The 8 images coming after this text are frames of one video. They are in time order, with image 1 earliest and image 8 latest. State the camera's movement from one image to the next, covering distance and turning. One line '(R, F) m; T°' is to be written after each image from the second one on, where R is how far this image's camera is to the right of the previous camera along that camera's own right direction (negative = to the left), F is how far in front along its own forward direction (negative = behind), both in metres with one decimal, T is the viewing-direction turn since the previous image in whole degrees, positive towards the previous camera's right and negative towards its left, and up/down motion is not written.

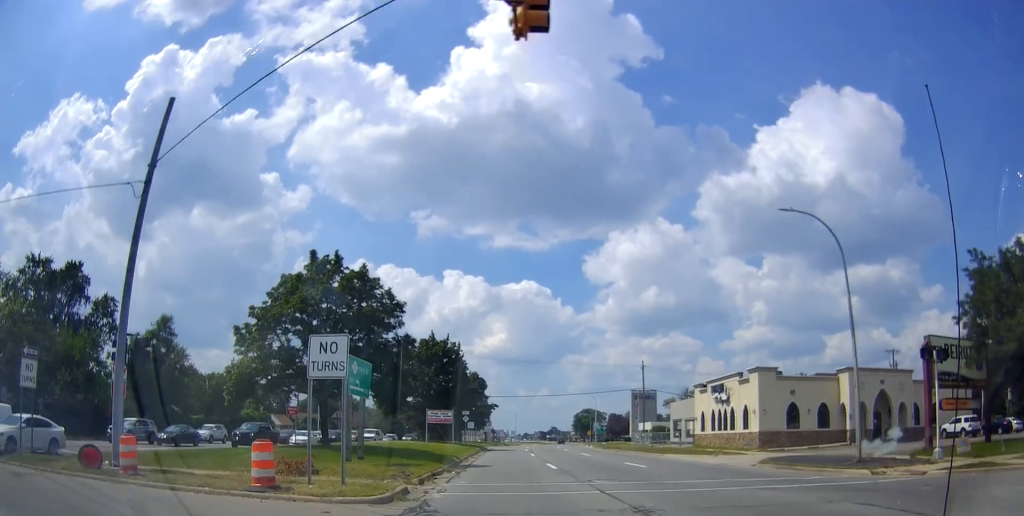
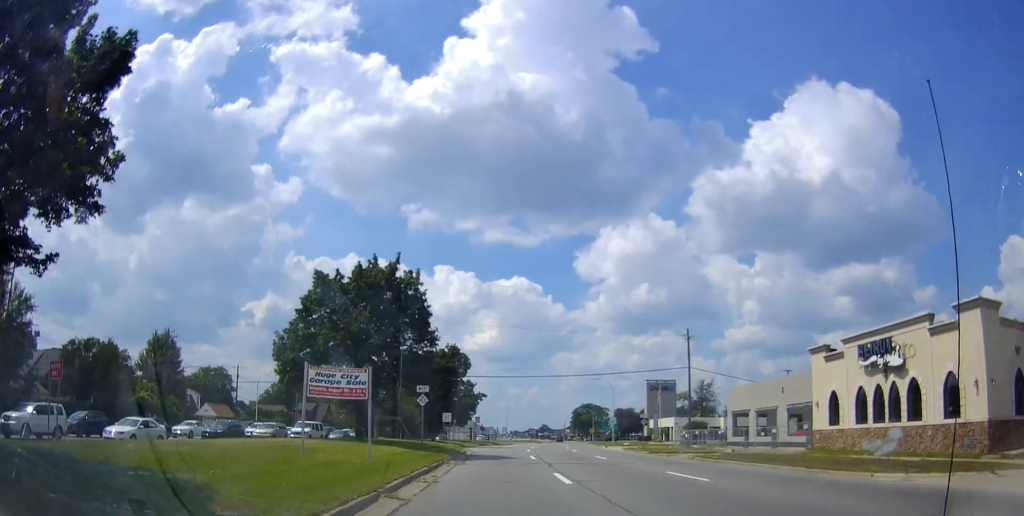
(0.0, +22.0) m; 0°
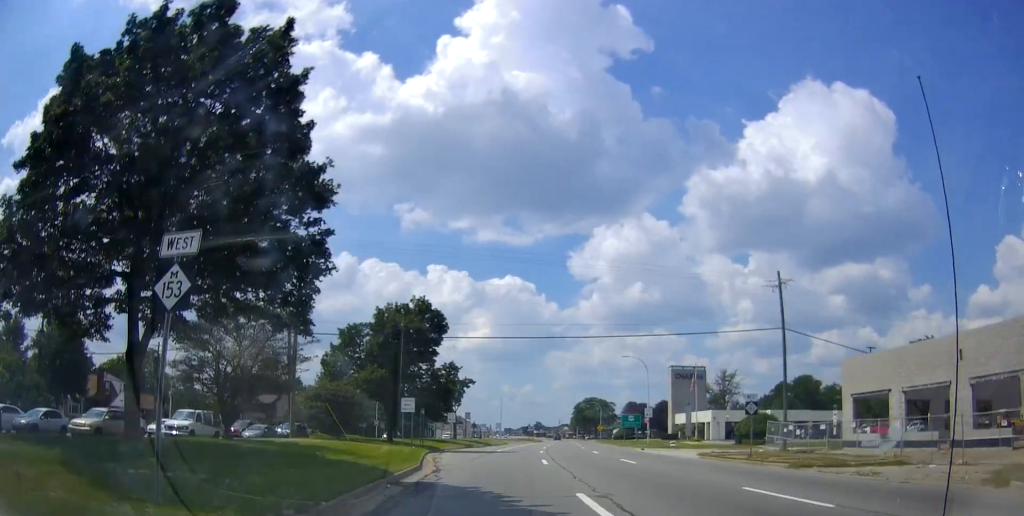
(0.0, +20.5) m; 0°
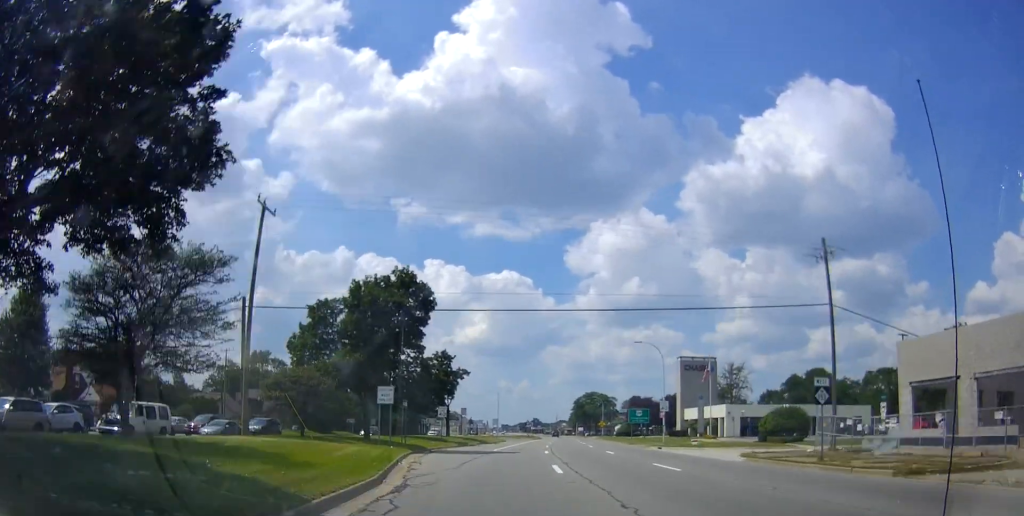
(0.0, +6.4) m; 0°
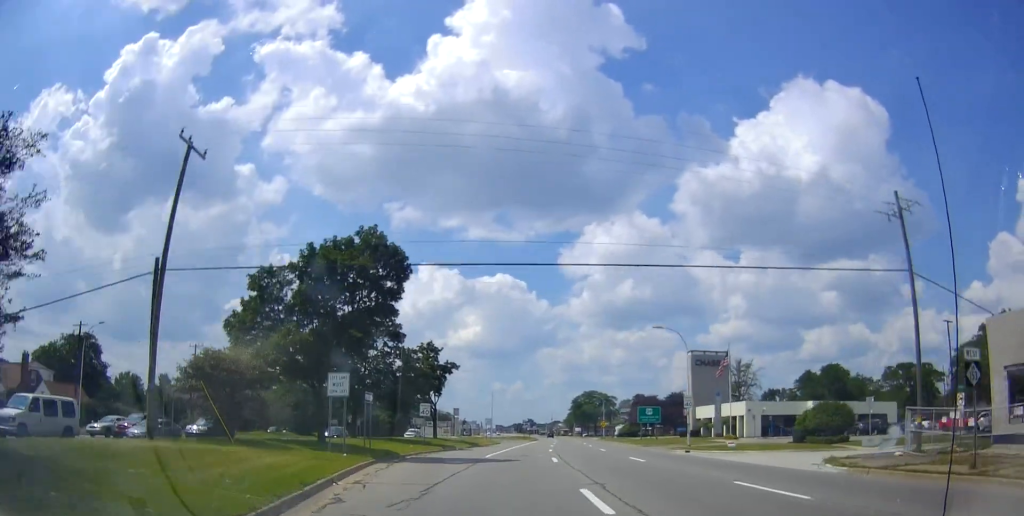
(0.0, +7.8) m; 0°
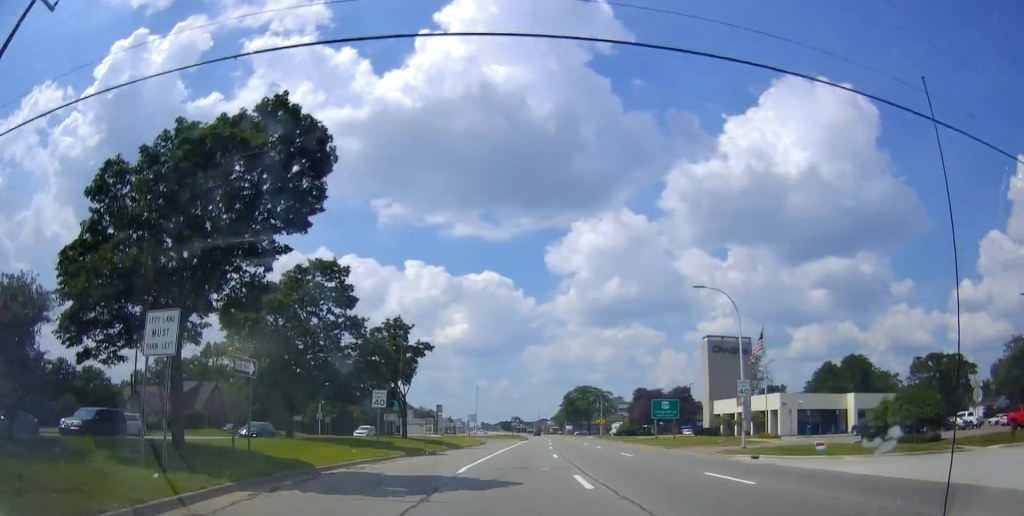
(0.0, +11.9) m; 0°
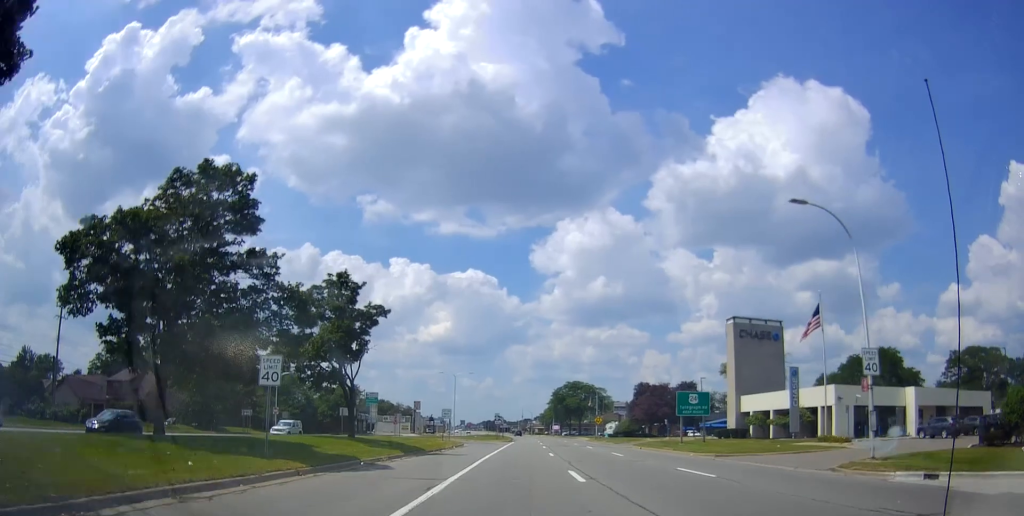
(0.0, +13.0) m; +1°
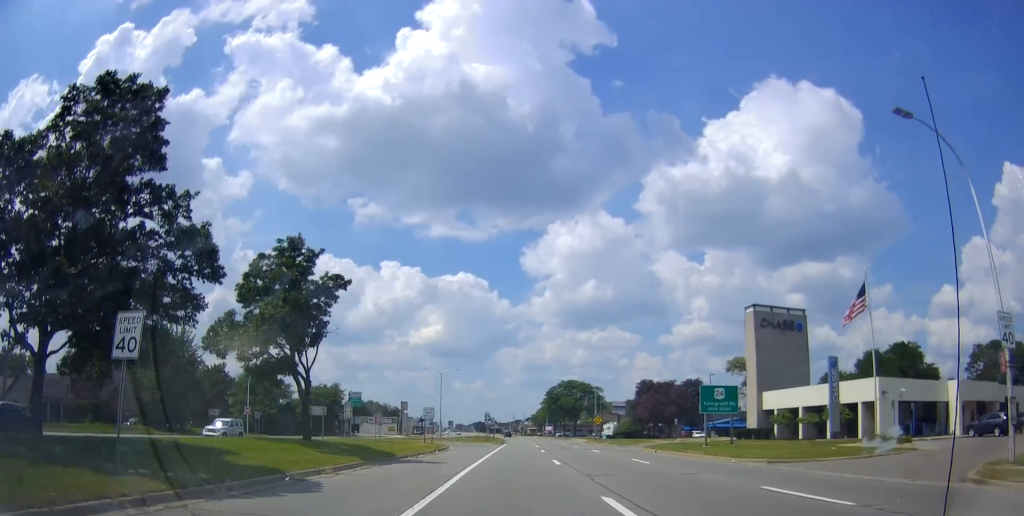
(-0.1, +7.2) m; +1°
